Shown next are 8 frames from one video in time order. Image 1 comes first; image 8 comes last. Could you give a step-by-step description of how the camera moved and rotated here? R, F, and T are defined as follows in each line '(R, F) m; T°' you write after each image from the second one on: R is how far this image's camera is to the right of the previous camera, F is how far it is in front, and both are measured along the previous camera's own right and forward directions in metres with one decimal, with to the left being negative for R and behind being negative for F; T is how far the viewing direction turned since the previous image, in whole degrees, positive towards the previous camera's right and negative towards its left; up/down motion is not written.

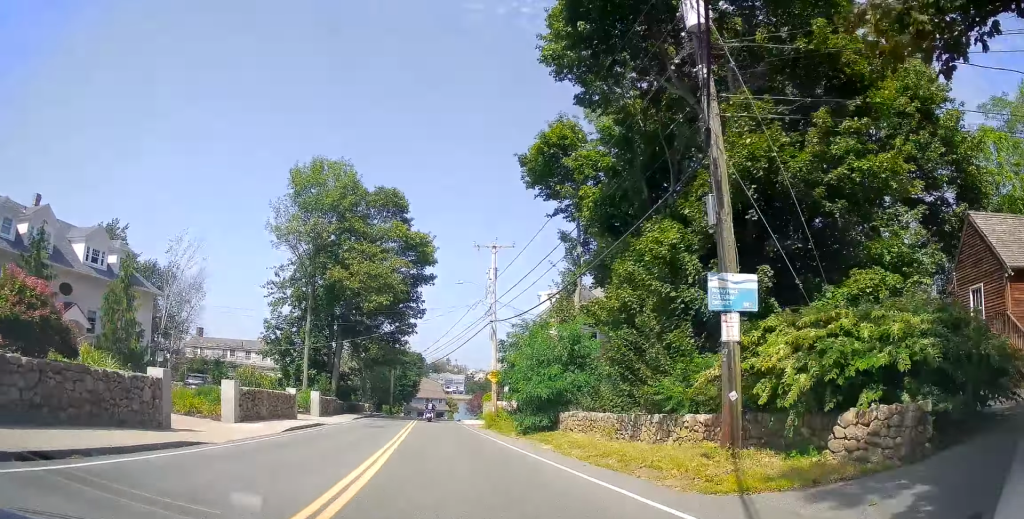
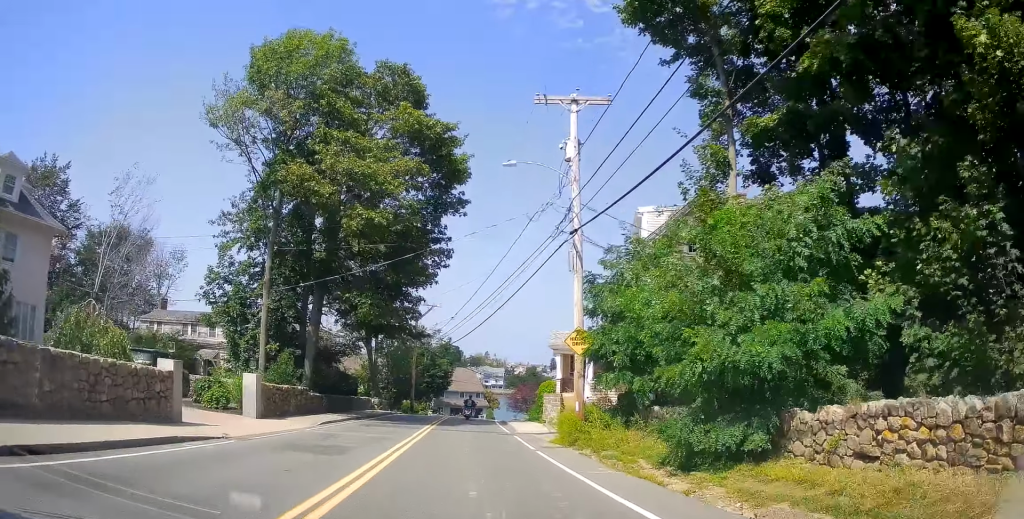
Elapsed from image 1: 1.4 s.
(-1.3, +16.9) m; -7°
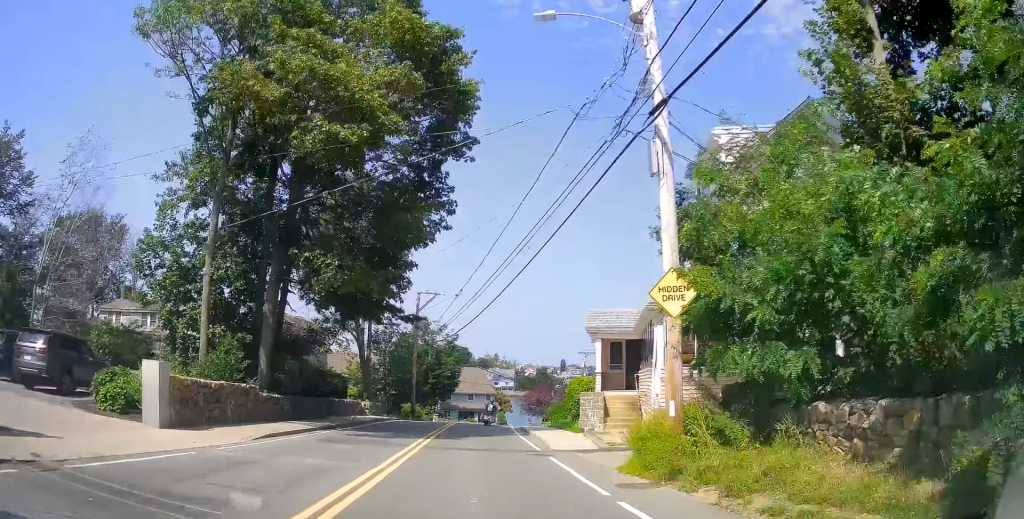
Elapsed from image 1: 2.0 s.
(-0.2, +7.7) m; -2°
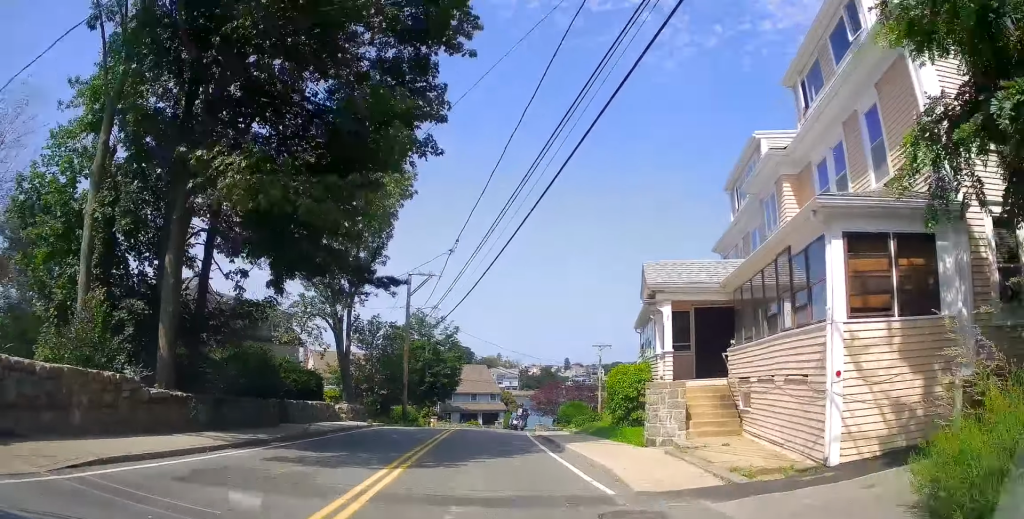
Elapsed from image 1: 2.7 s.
(+0.1, +7.9) m; -2°
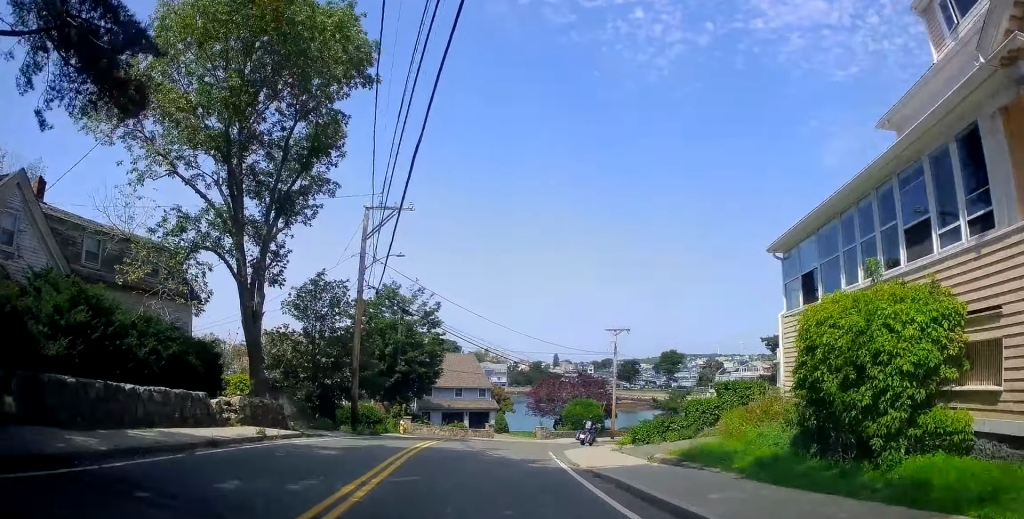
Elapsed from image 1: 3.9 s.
(-0.6, +13.2) m; 0°
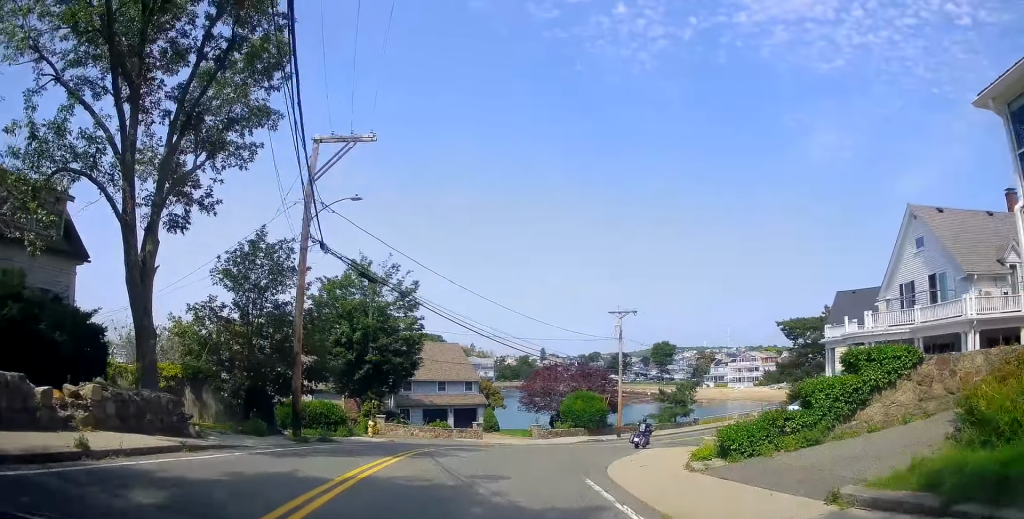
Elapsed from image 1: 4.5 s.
(+0.4, +7.1) m; +5°
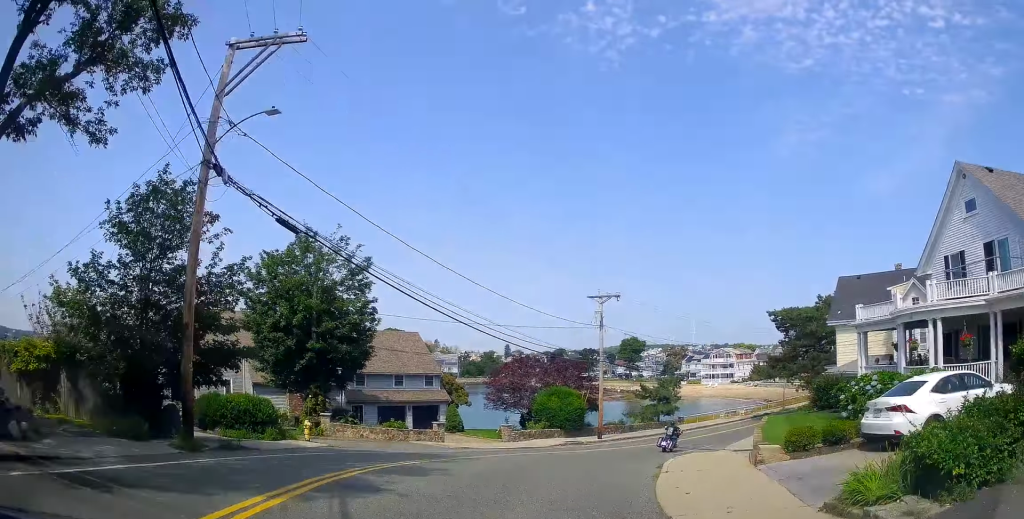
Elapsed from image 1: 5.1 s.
(+0.2, +5.9) m; +4°
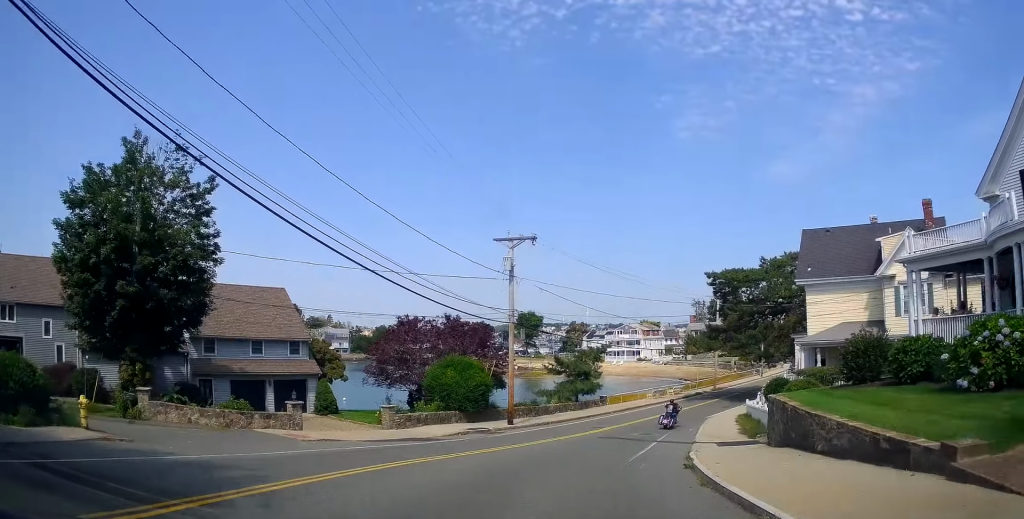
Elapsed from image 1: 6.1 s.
(+0.7, +9.9) m; +9°
